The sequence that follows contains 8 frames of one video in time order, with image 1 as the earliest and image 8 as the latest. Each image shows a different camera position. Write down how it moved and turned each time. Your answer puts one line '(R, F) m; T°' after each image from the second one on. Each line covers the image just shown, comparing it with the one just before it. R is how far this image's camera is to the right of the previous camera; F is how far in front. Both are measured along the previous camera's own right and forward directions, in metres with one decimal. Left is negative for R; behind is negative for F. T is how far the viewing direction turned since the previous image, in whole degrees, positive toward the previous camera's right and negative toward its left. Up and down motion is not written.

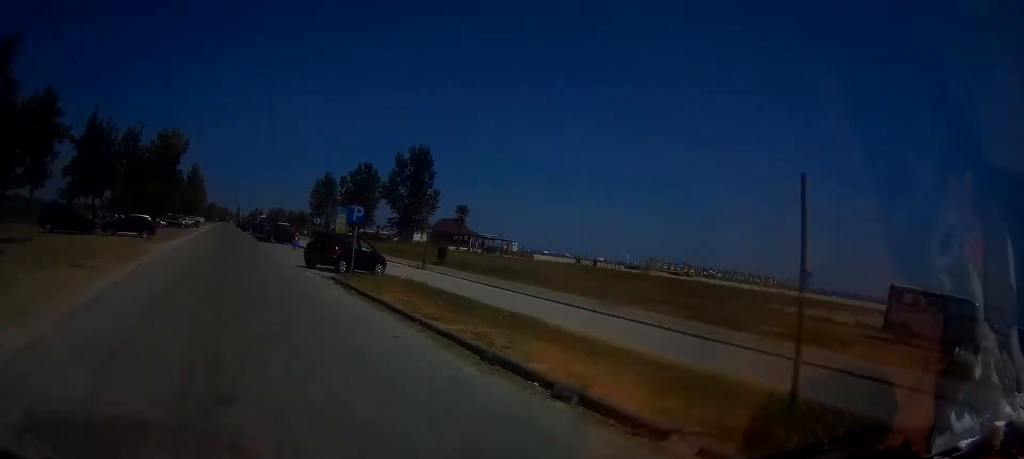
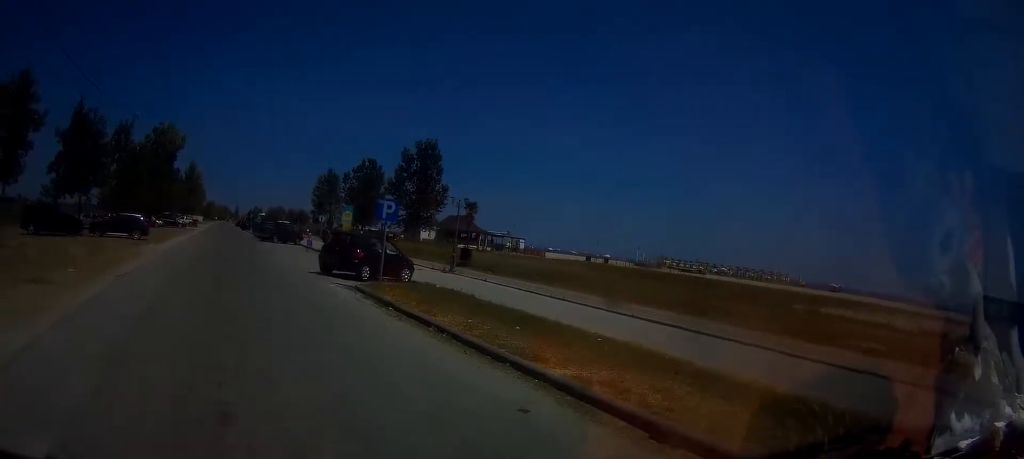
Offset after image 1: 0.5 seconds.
(0.0, +3.8) m; 0°
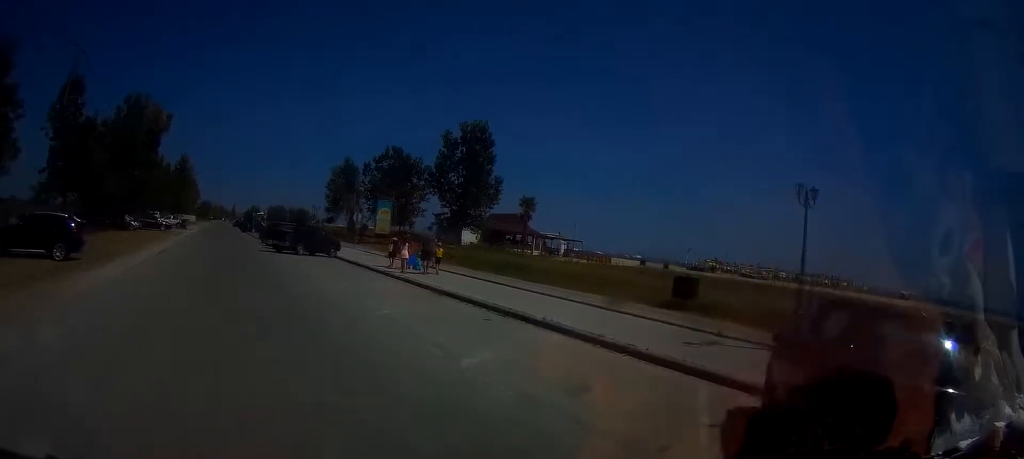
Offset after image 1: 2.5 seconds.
(-0.3, +18.2) m; -2°
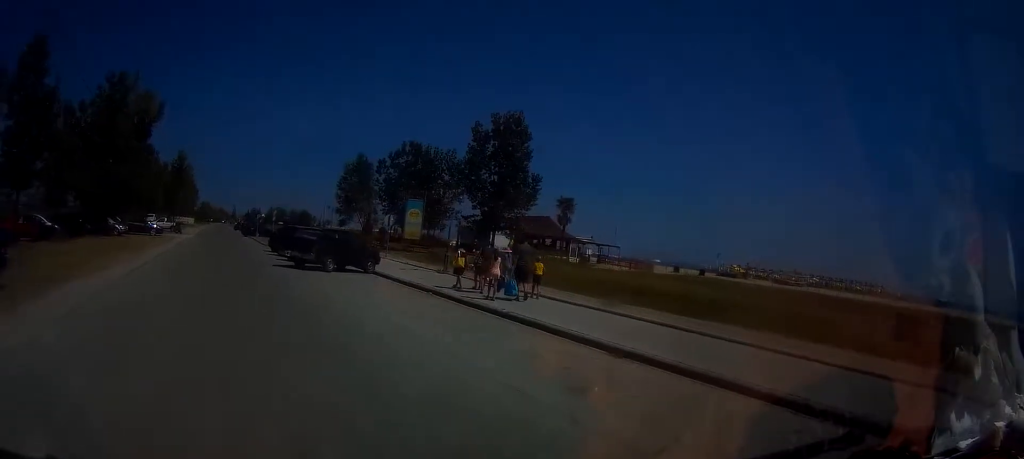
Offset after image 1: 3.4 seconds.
(+0.1, +8.5) m; +1°
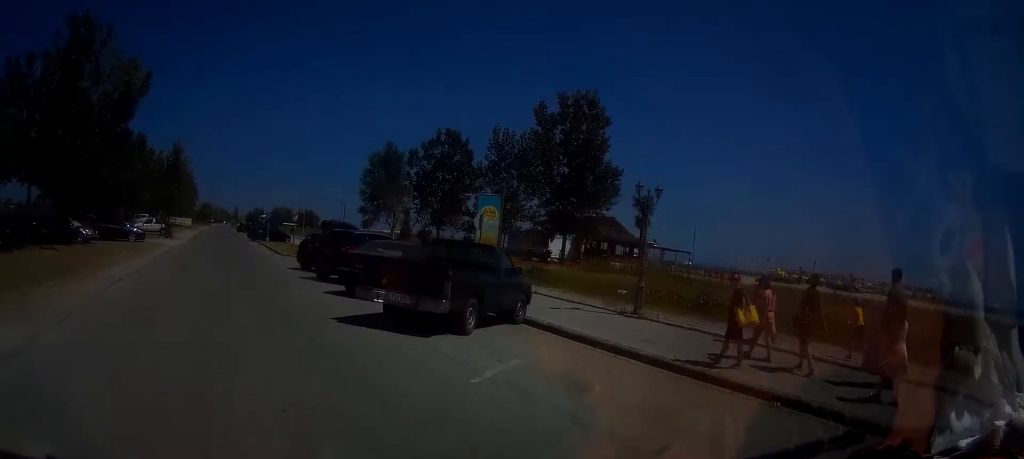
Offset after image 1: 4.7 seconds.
(+0.2, +12.7) m; +1°
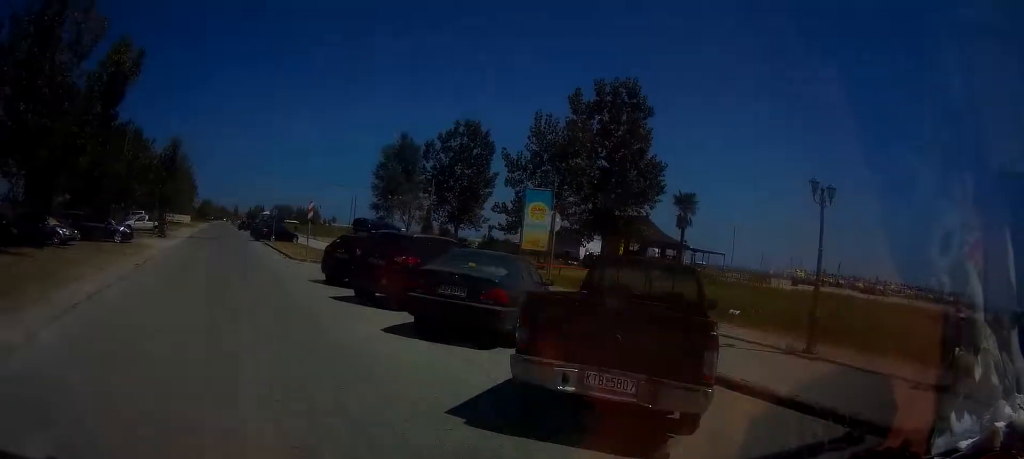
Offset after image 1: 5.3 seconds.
(0.0, +5.3) m; 0°
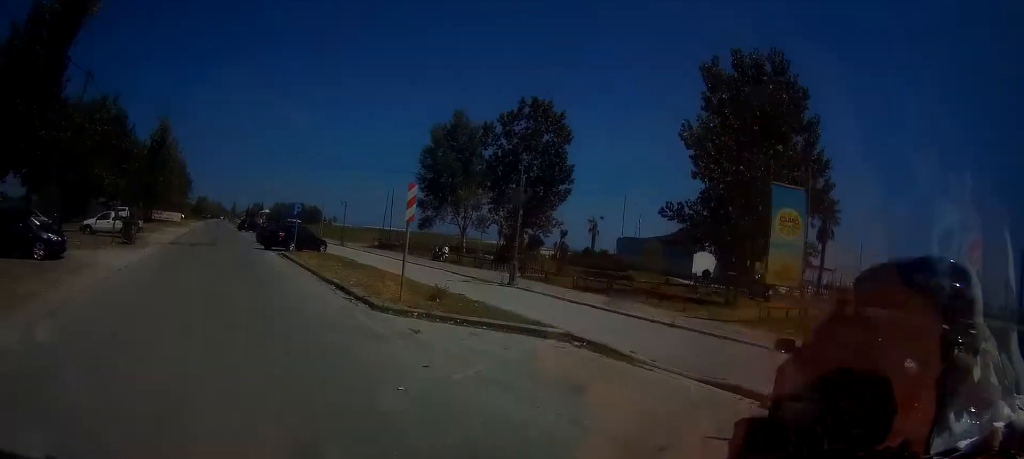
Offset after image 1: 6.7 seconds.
(-0.1, +14.6) m; -1°
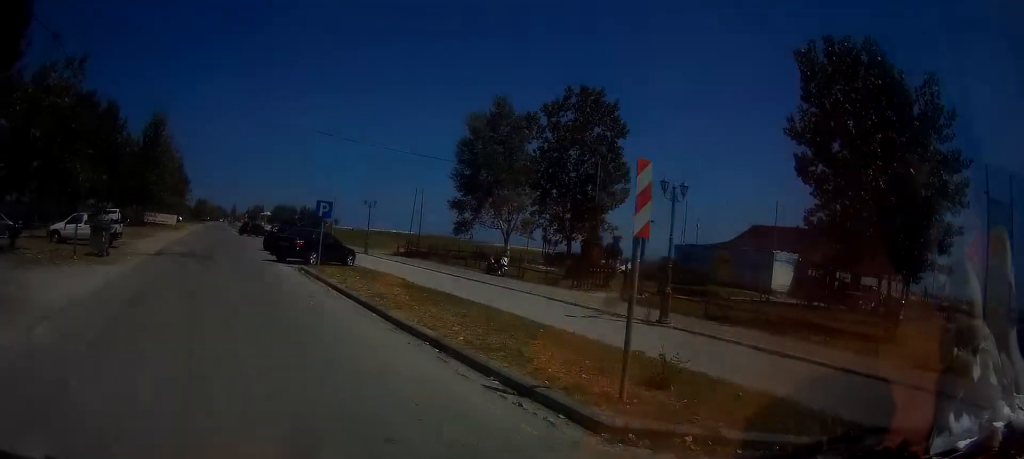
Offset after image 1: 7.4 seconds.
(0.0, +7.3) m; 0°
